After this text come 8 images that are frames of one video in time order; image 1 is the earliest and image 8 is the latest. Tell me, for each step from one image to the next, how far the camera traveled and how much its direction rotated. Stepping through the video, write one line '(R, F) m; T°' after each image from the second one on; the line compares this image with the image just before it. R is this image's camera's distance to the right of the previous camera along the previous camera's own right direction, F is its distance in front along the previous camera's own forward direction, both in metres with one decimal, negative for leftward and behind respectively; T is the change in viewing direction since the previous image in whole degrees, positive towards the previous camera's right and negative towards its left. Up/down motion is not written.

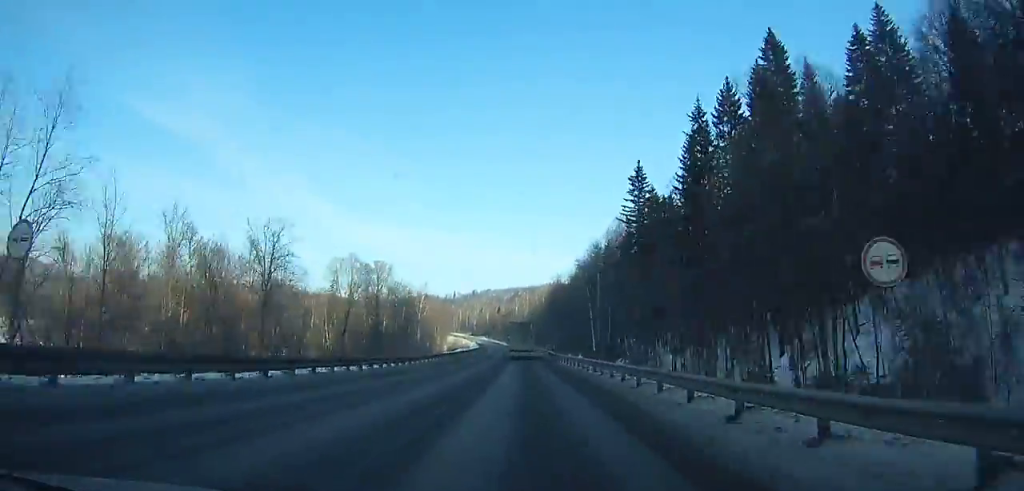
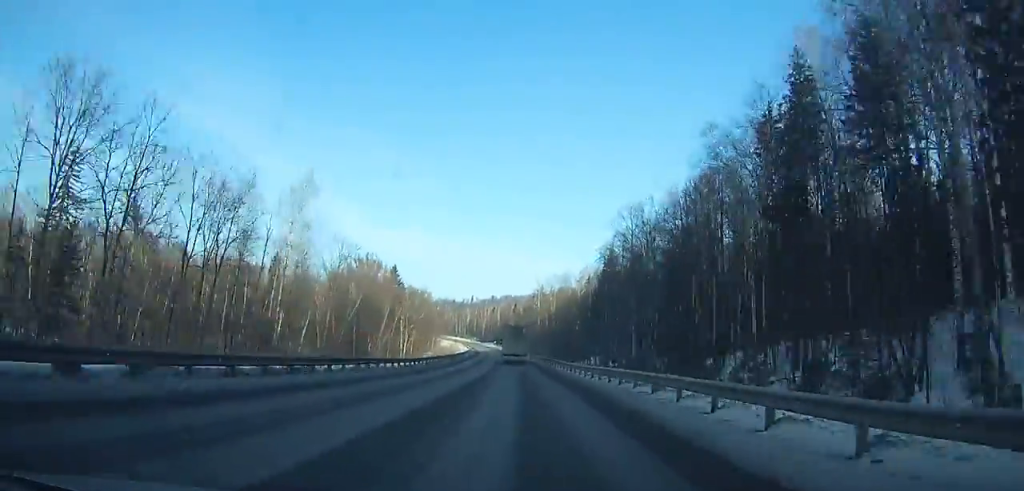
(-1.4, +95.9) m; -3°
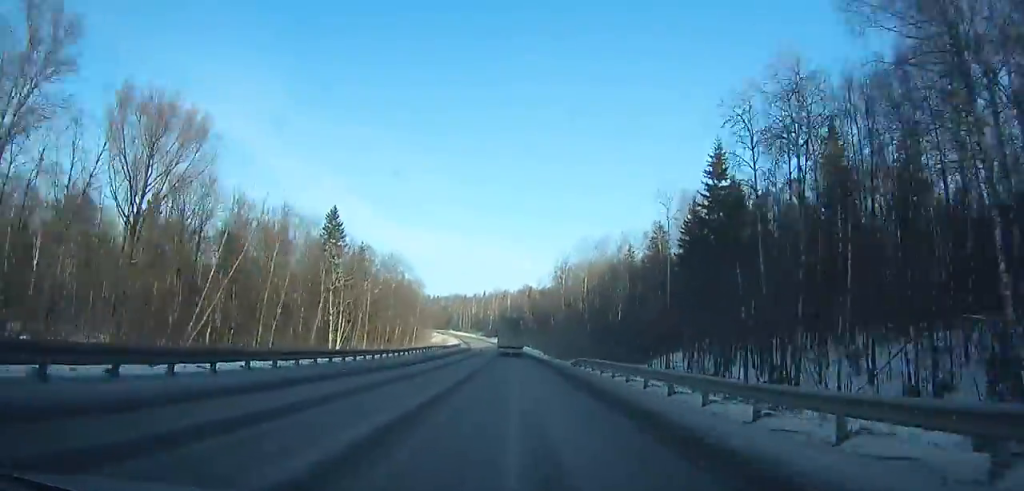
(-1.7, +62.2) m; -1°
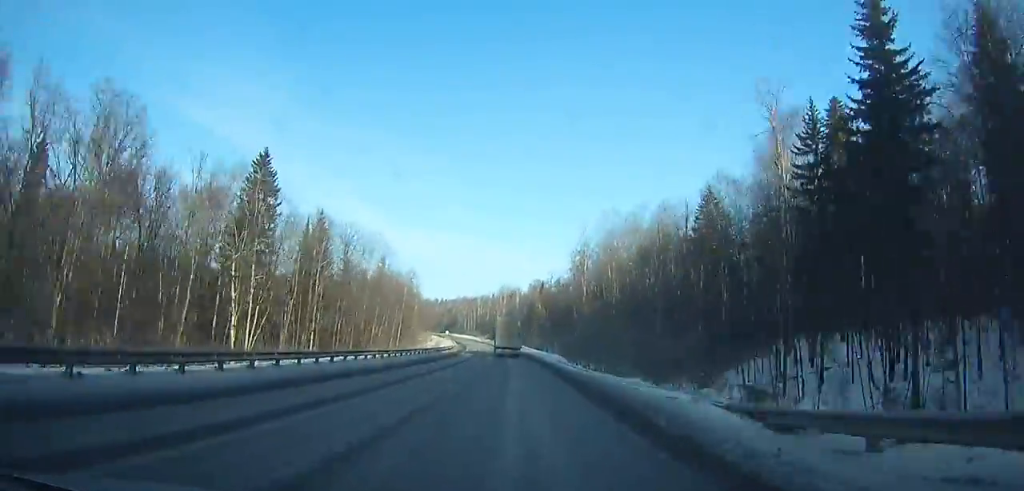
(-0.1, +30.9) m; -1°
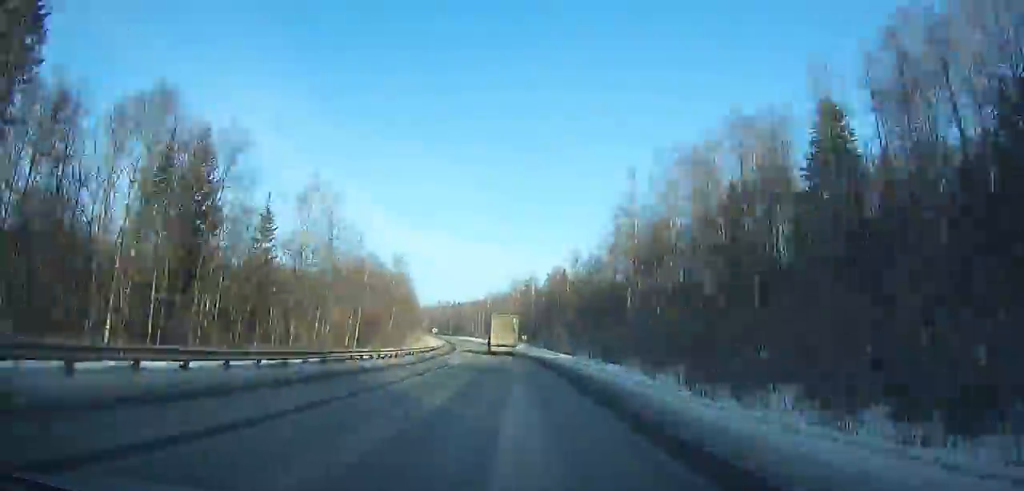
(+0.8, +40.3) m; -2°
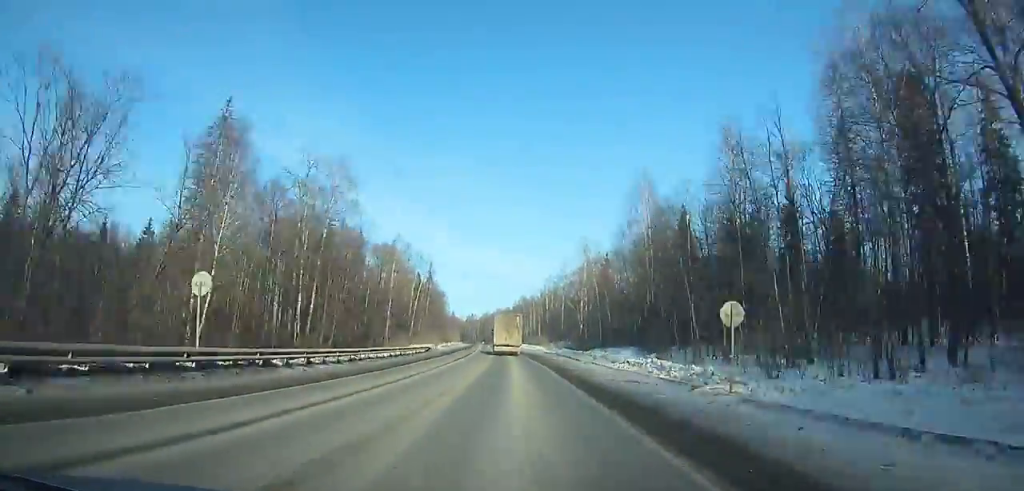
(-4.7, +81.5) m; -6°
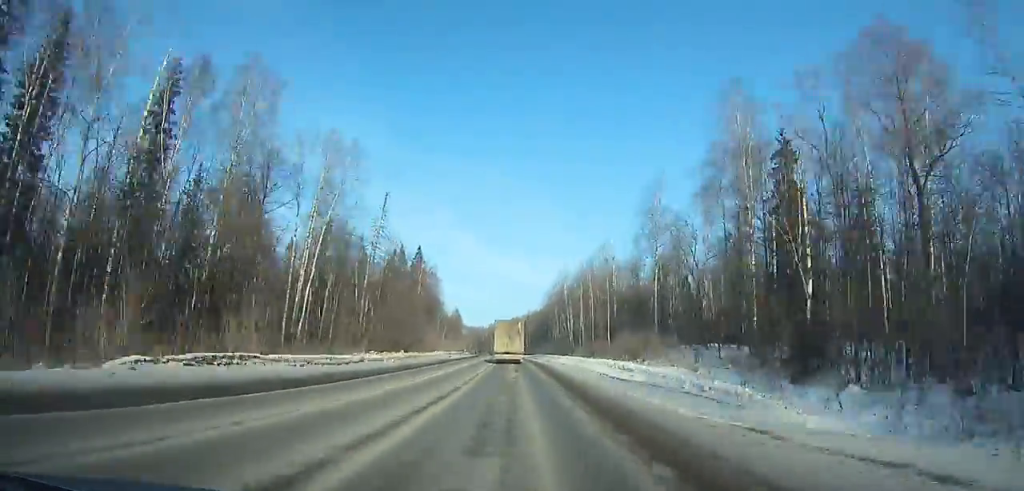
(-2.5, +81.8) m; -2°
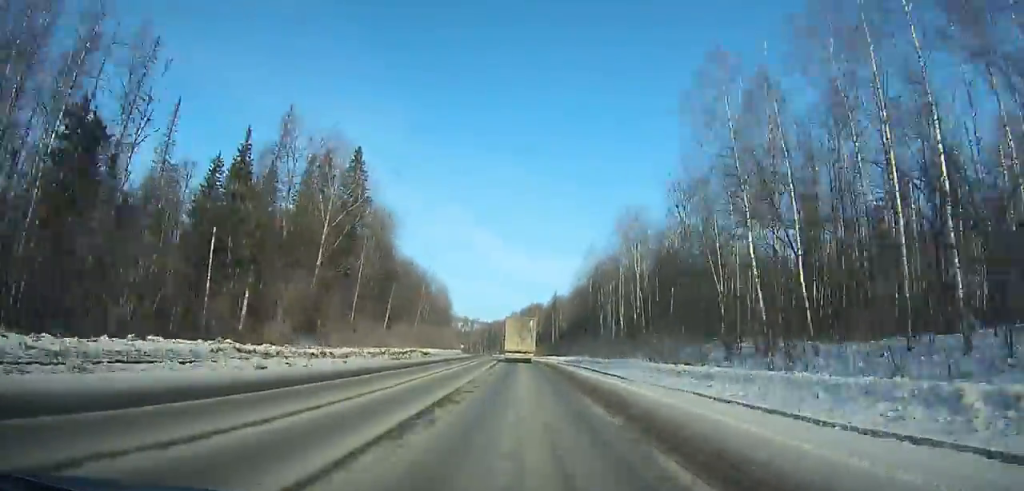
(-1.0, +77.9) m; -2°
